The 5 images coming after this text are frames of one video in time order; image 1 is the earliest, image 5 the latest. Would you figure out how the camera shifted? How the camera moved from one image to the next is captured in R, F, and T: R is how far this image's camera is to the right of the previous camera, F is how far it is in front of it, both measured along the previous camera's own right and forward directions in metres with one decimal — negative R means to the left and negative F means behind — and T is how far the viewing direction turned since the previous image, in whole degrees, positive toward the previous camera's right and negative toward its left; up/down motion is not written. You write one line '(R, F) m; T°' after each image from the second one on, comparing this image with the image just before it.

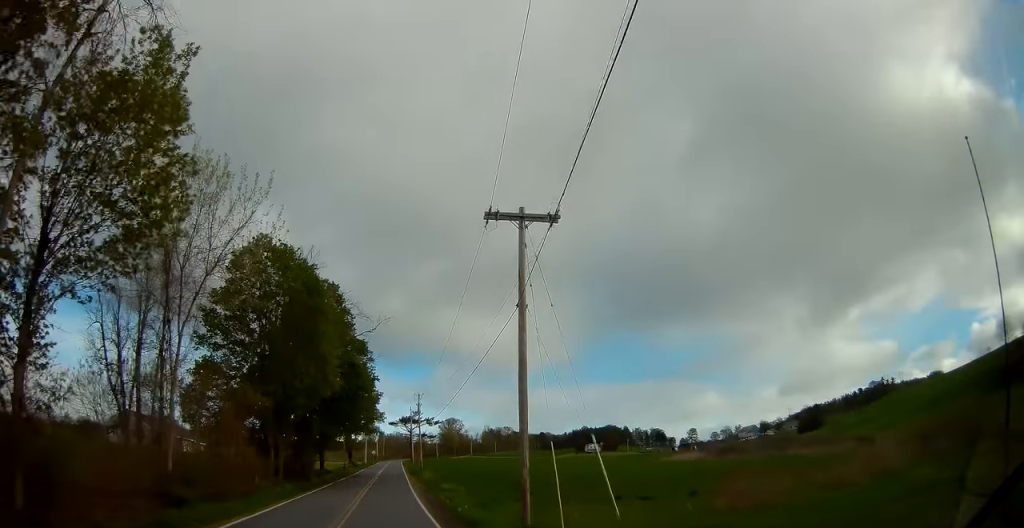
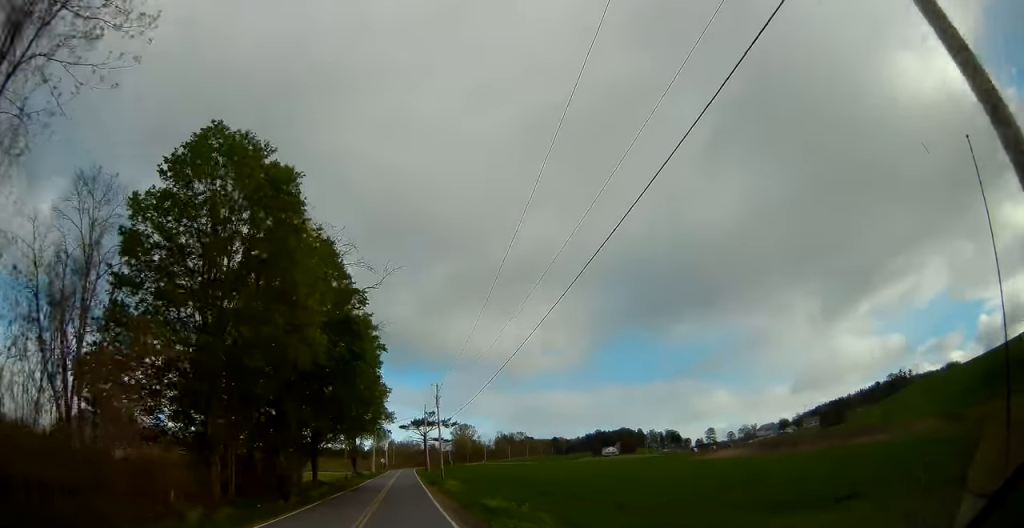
(-0.8, +14.3) m; -3°
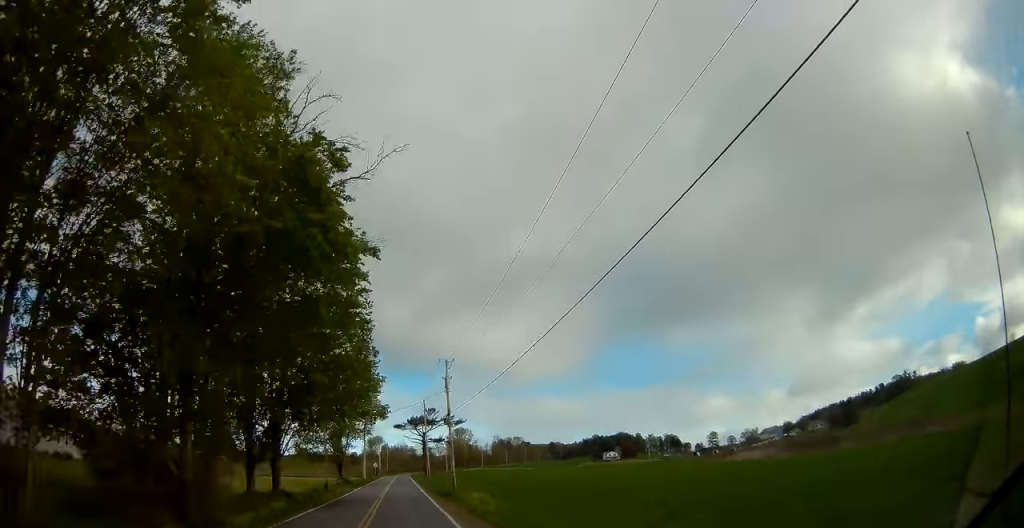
(+0.2, +14.6) m; +1°
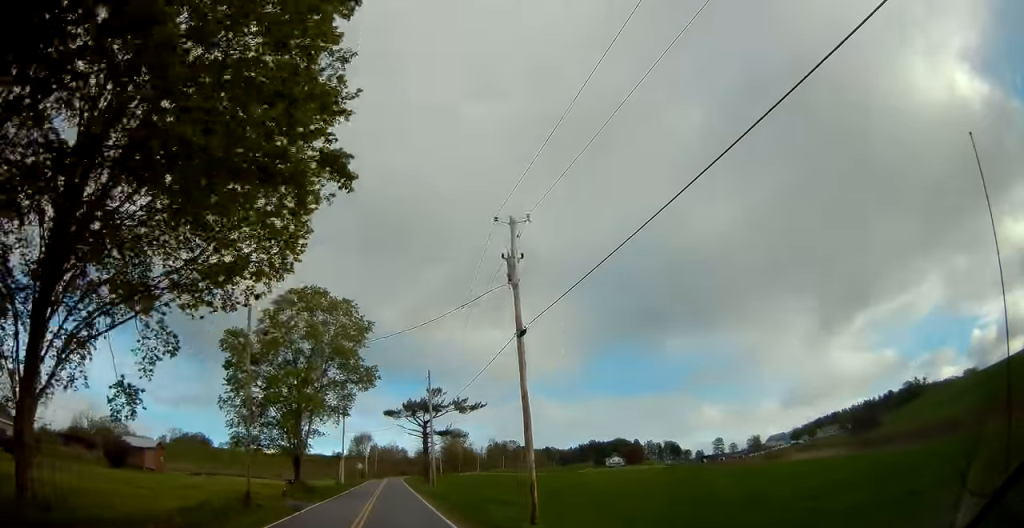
(+0.1, +25.0) m; +1°
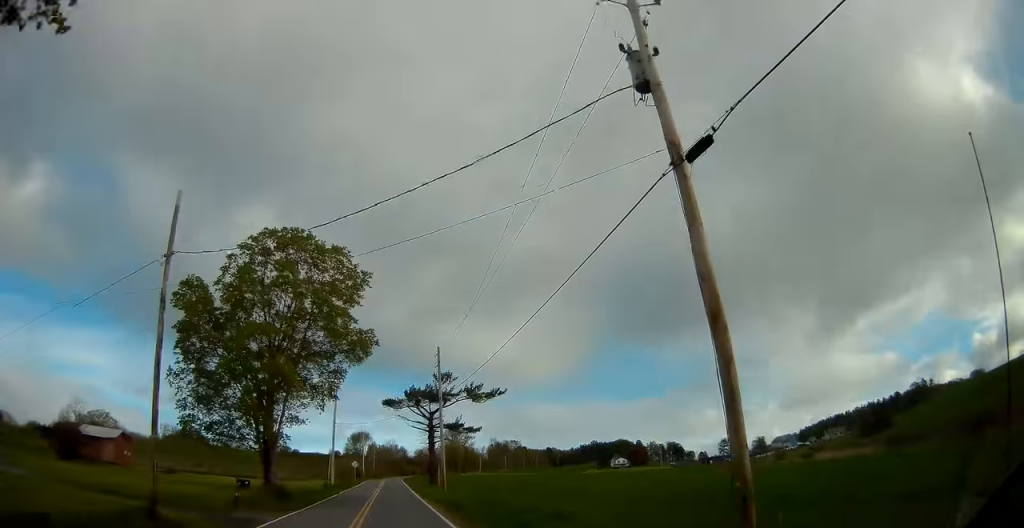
(+0.3, +10.5) m; 0°
